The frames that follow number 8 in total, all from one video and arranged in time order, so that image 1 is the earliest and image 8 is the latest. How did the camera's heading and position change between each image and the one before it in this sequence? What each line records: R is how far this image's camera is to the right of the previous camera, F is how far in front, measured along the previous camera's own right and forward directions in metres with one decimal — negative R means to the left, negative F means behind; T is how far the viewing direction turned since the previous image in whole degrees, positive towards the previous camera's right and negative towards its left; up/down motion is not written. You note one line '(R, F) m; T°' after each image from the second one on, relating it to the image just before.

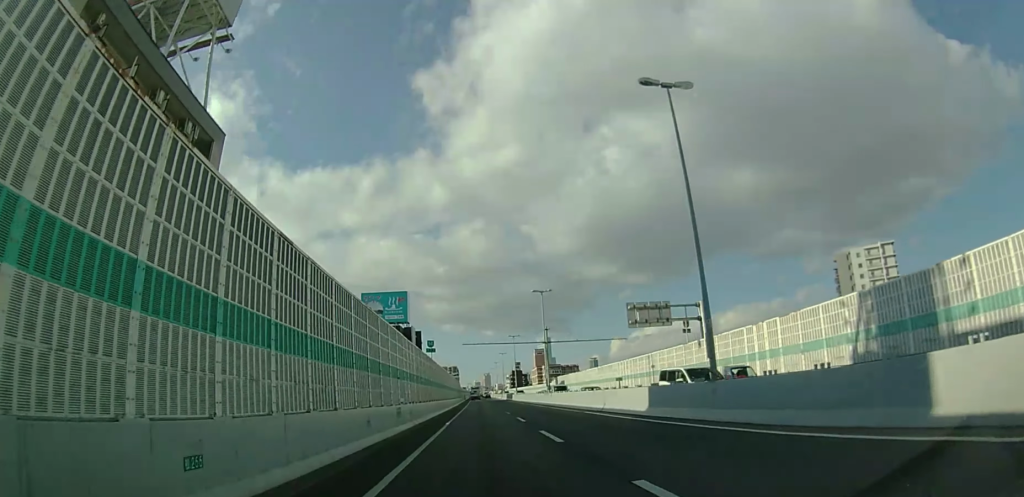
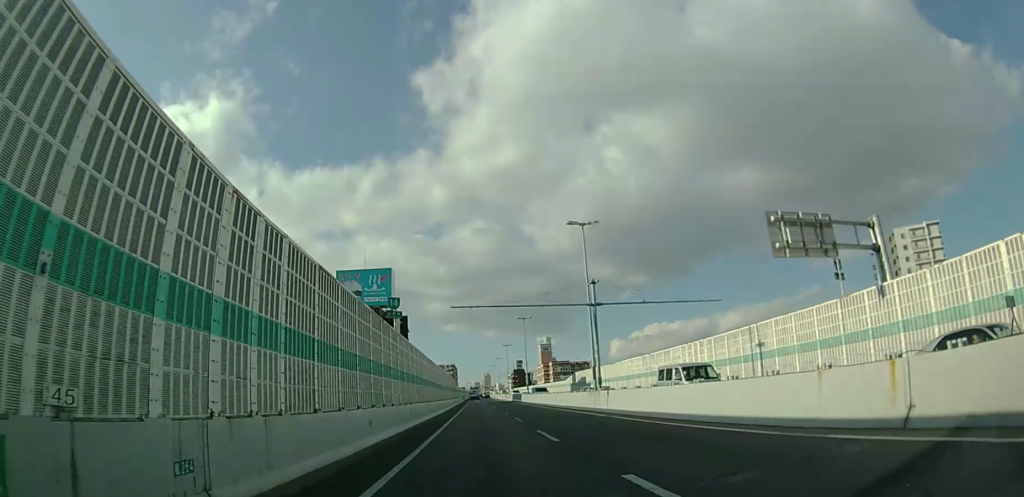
(-0.1, +19.3) m; 0°
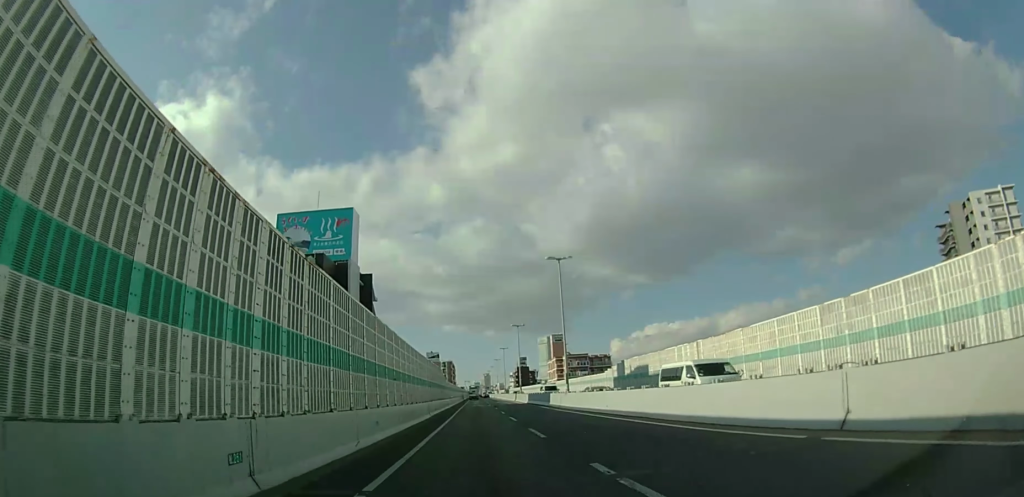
(-0.1, +28.9) m; 0°
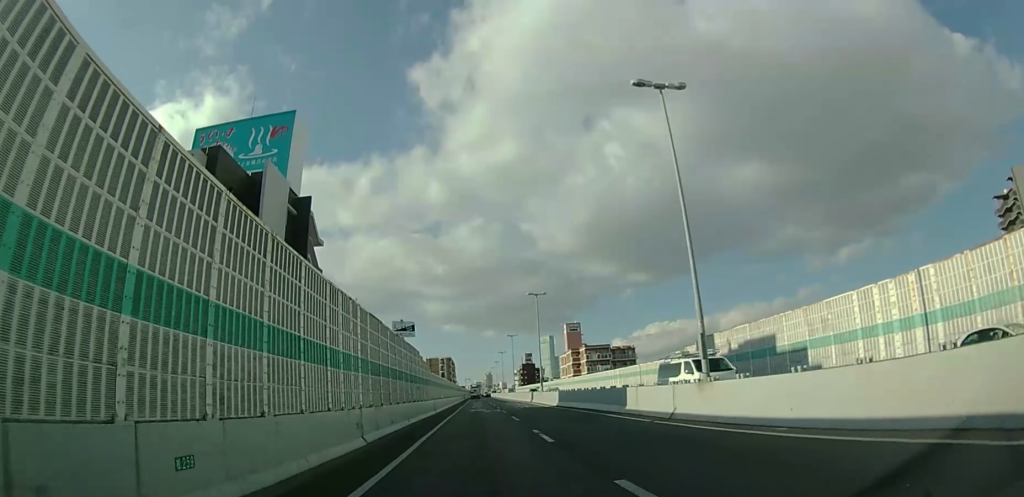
(0.0, +21.5) m; 0°
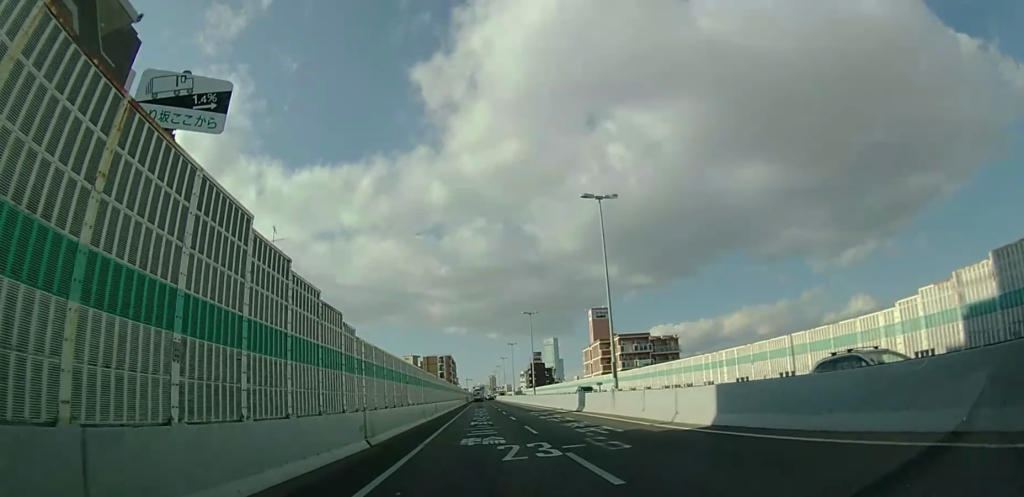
(+0.1, +26.6) m; 0°
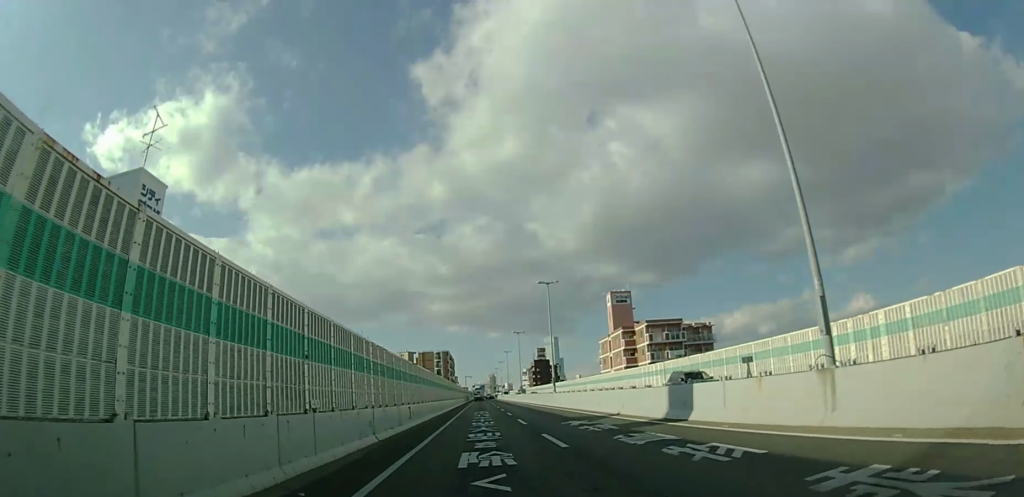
(-0.1, +14.7) m; 0°
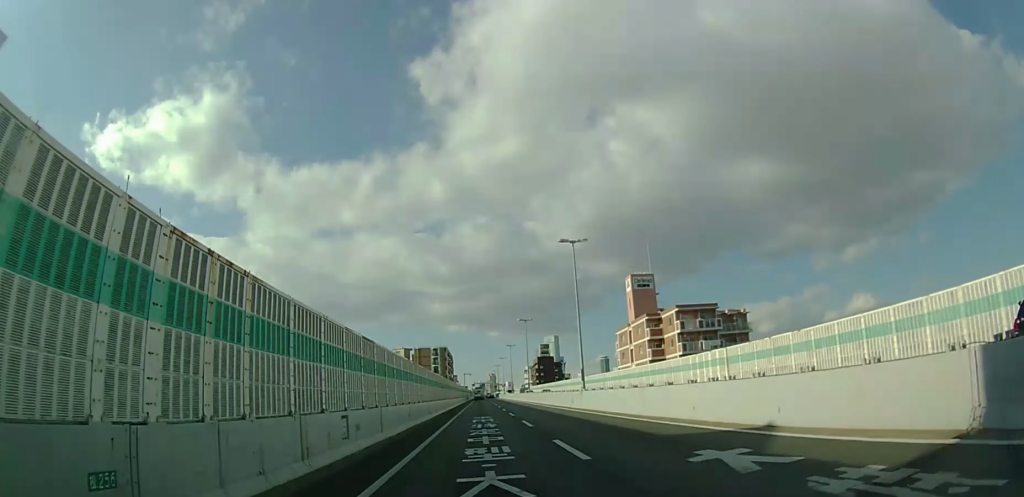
(0.0, +12.6) m; +1°
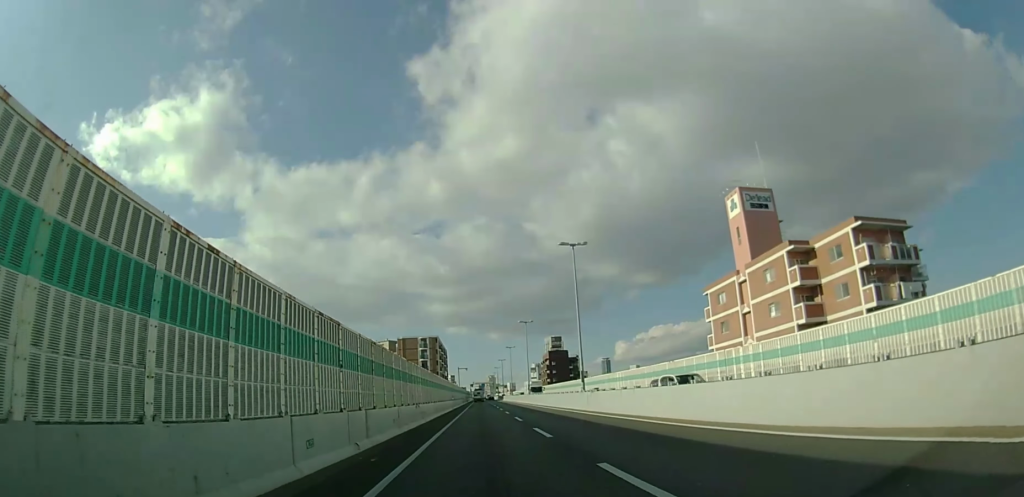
(+0.6, +34.6) m; 0°
